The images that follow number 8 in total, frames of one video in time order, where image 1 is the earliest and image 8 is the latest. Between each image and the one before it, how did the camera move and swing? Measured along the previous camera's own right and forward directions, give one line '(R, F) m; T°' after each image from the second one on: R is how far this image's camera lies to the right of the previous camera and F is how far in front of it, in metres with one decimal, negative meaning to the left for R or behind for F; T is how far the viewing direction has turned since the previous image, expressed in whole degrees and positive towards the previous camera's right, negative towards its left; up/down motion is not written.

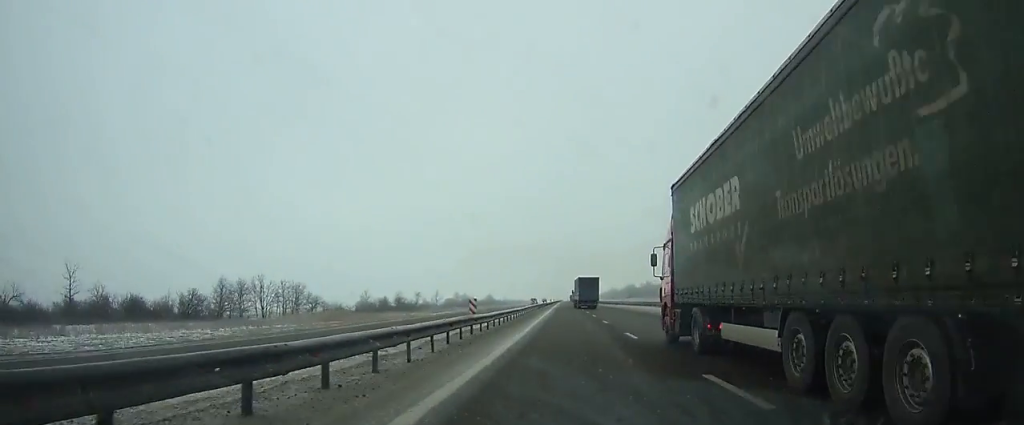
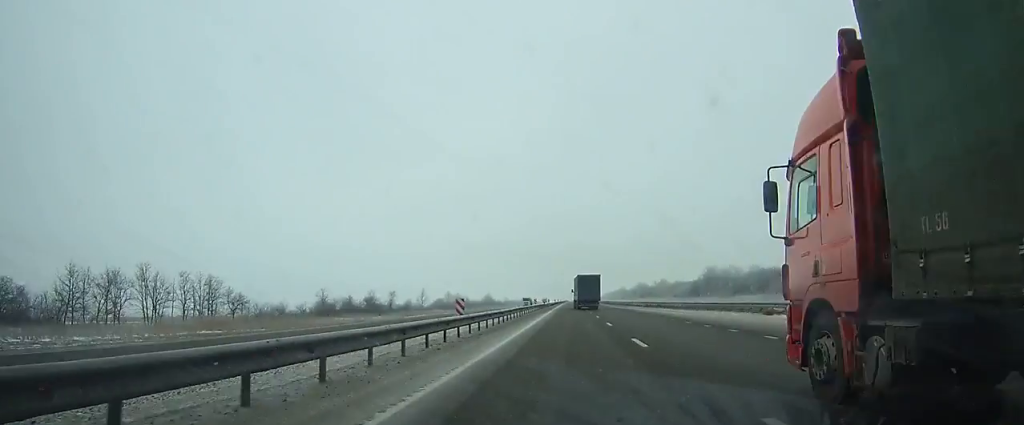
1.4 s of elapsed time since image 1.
(+0.1, +39.0) m; 0°
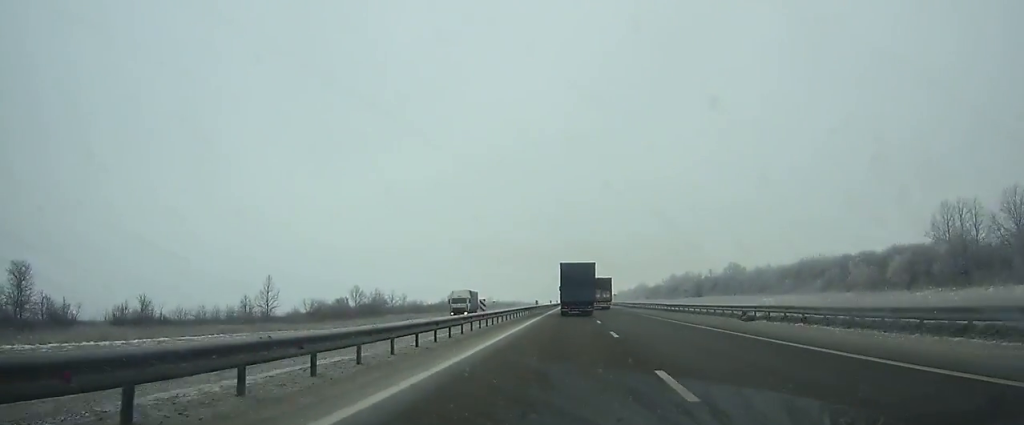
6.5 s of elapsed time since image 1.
(-0.7, +135.6) m; -1°
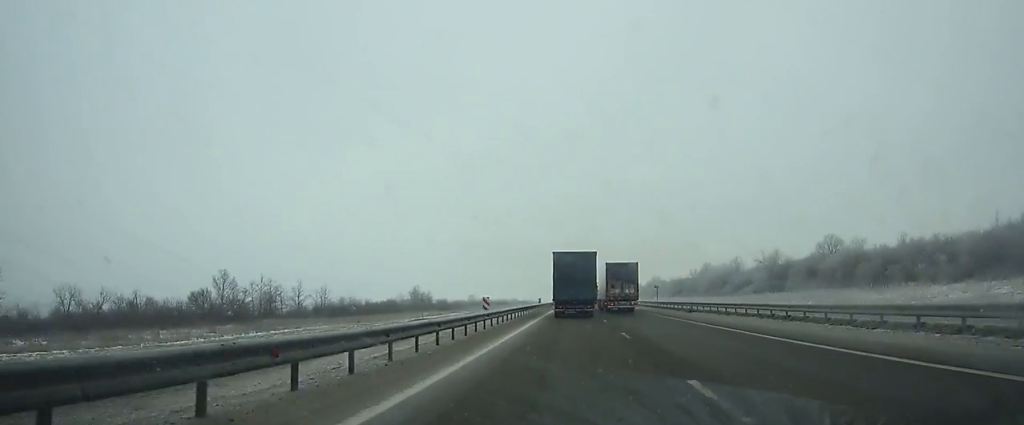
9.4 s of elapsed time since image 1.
(-0.1, +71.2) m; 0°
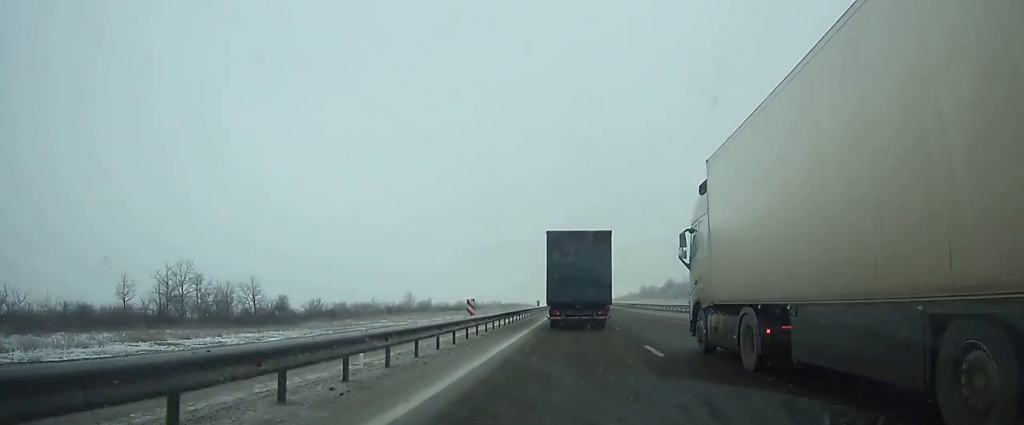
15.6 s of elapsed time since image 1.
(+0.5, +134.6) m; 0°
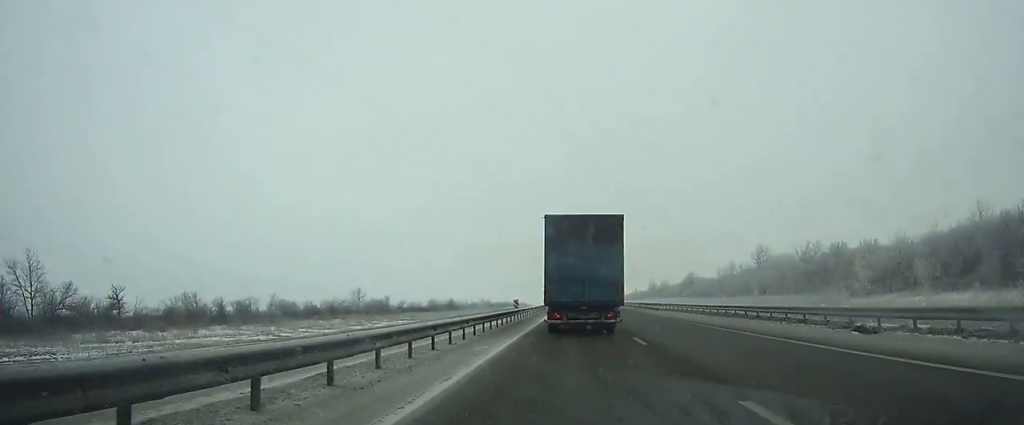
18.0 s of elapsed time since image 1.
(+0.1, +49.3) m; 0°
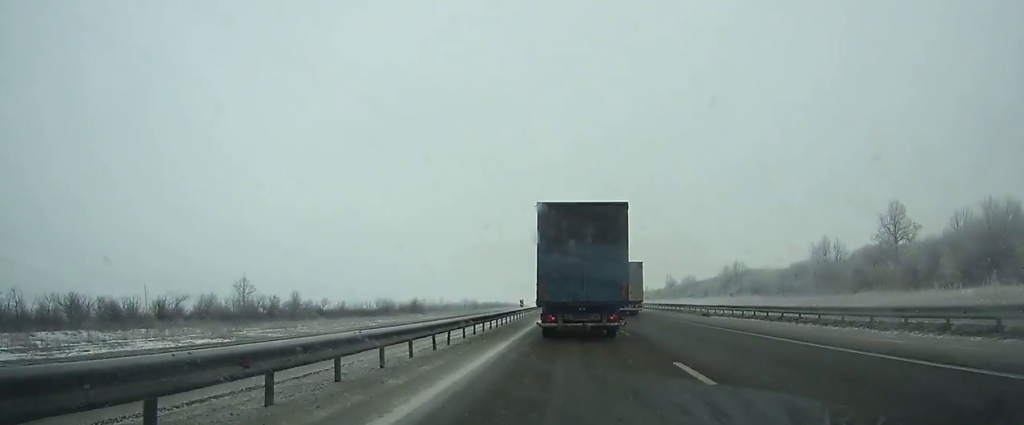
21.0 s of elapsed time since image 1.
(0.0, +62.3) m; 0°
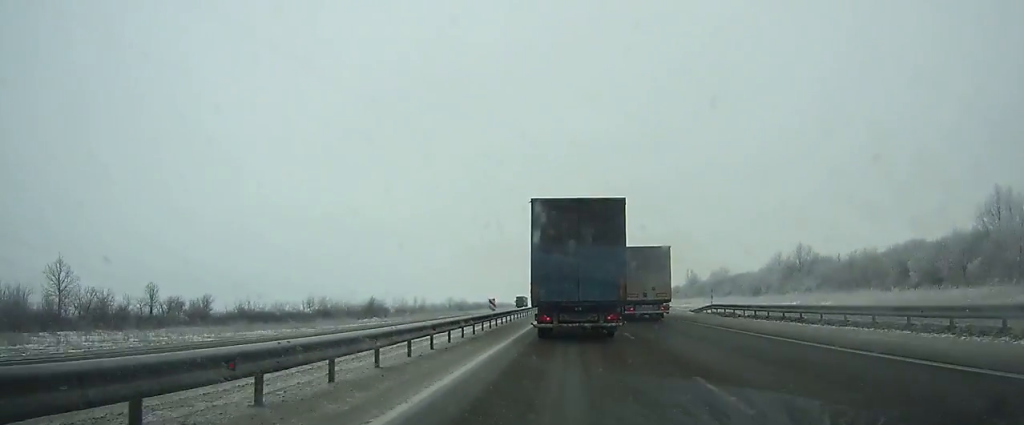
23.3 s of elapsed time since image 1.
(0.0, +48.3) m; 0°
